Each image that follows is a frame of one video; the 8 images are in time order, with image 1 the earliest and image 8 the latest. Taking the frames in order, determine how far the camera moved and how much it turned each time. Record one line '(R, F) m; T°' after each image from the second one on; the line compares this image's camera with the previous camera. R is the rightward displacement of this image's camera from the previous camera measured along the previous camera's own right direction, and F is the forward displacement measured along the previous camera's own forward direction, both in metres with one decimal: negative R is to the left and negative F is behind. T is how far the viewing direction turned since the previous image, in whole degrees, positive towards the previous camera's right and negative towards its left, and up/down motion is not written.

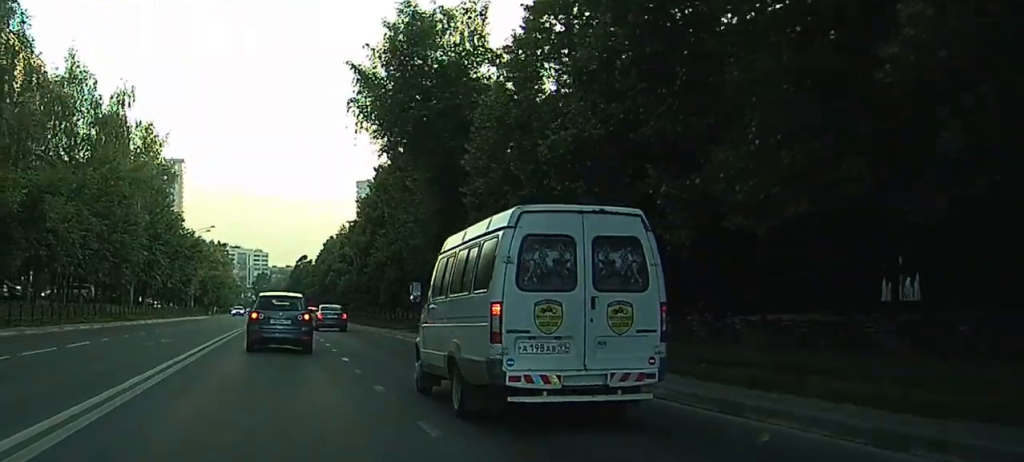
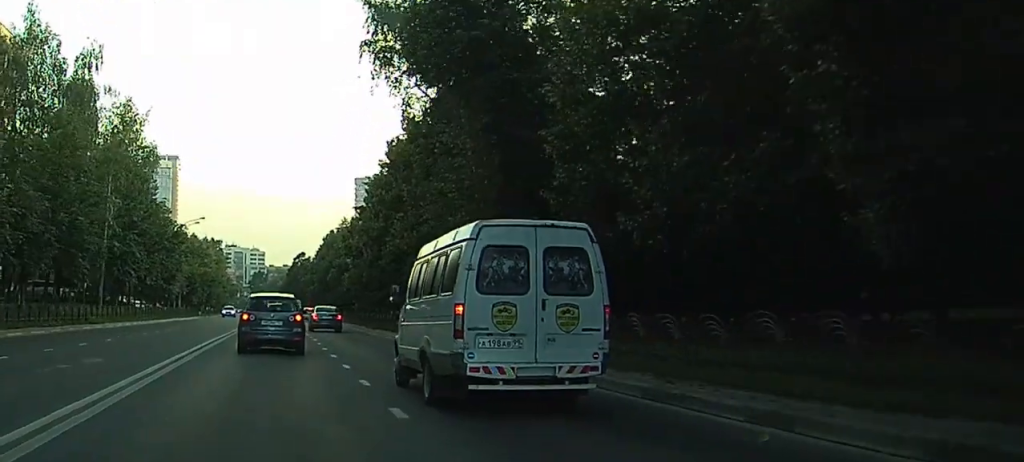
(+0.1, +10.8) m; 0°
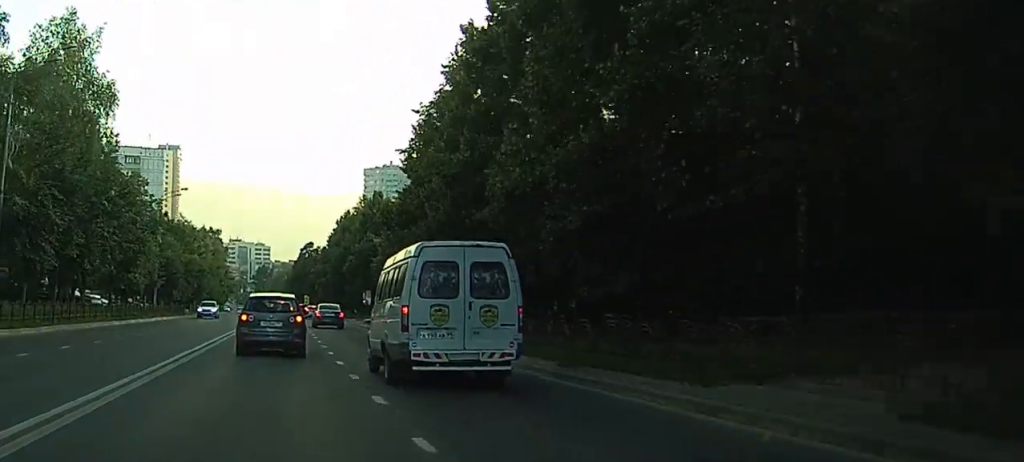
(-0.1, +23.6) m; 0°
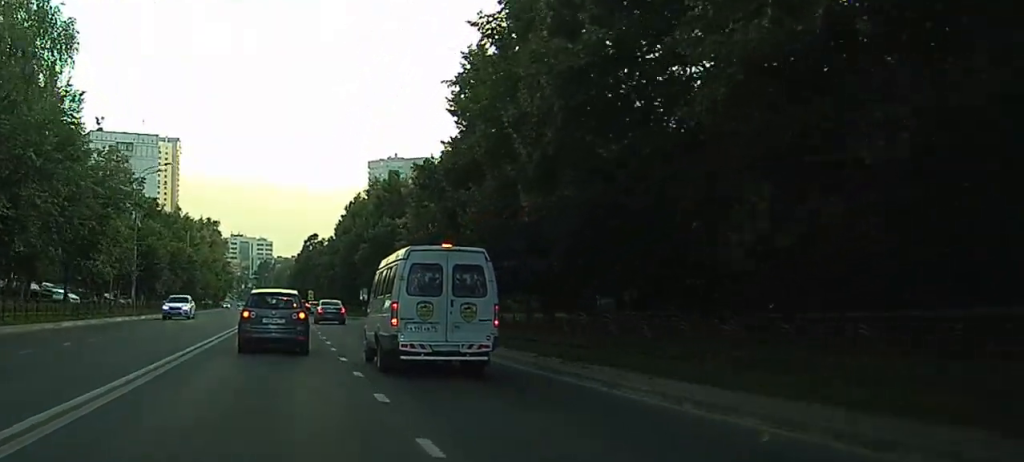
(+0.1, +12.7) m; 0°
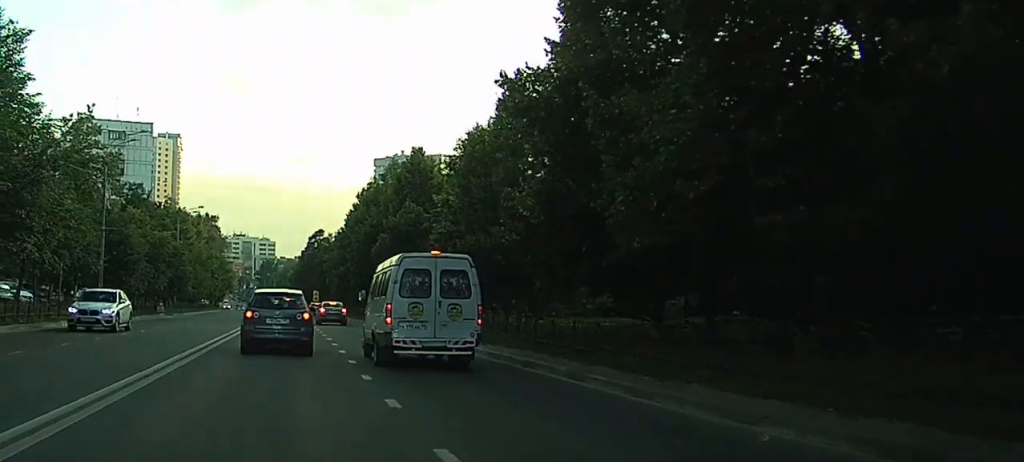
(-0.1, +12.9) m; 0°
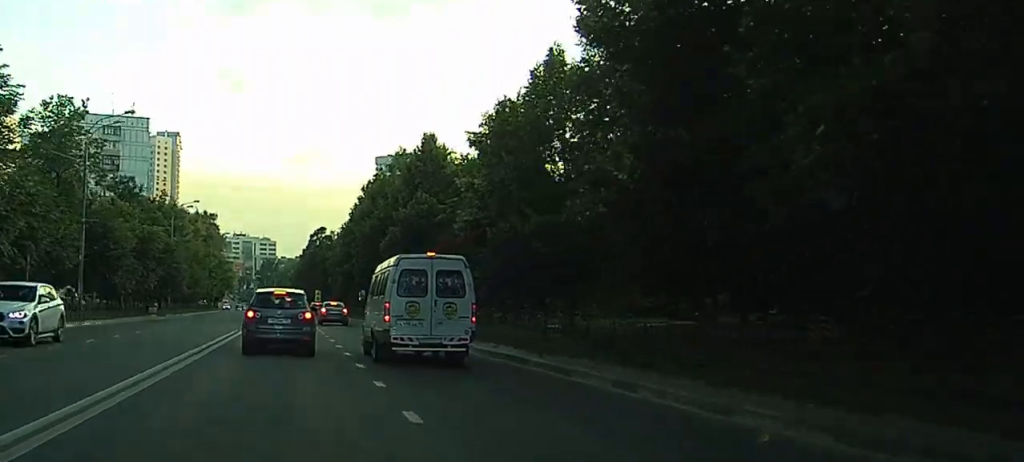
(-0.1, +5.5) m; 0°
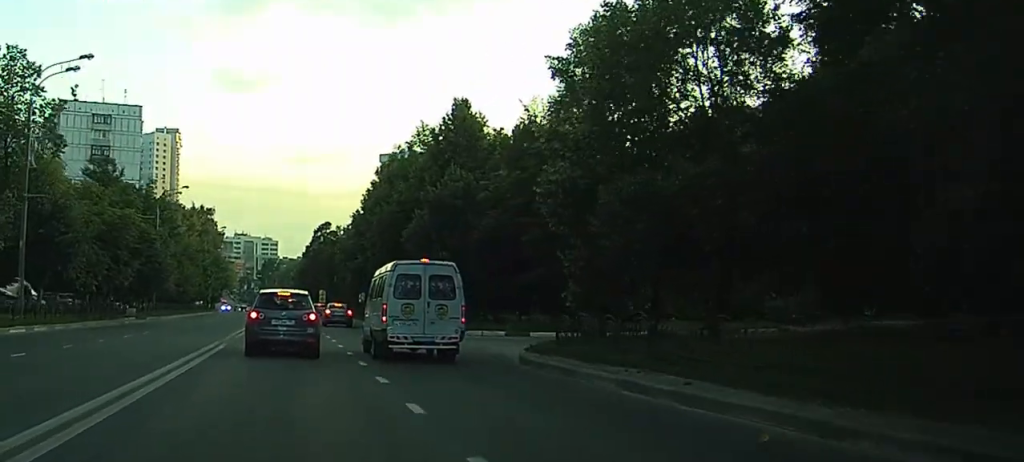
(+0.1, +11.2) m; 0°
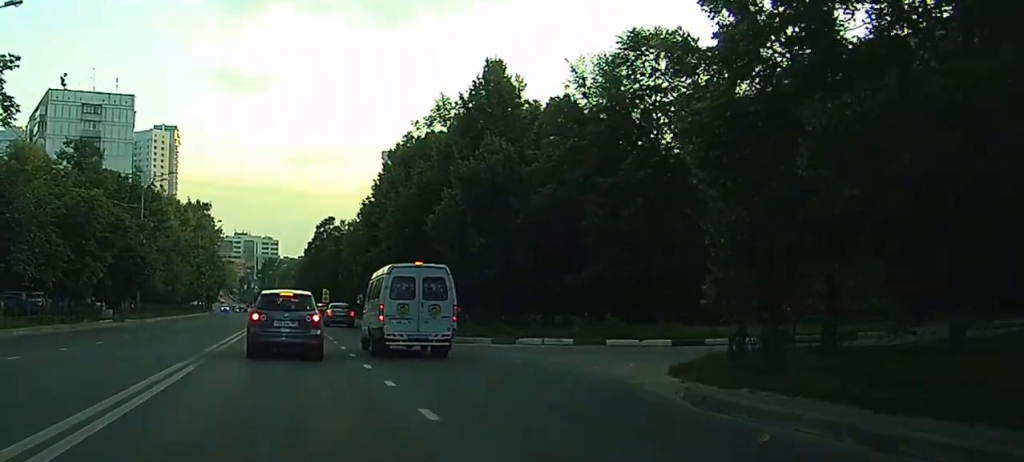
(-0.1, +8.6) m; -1°
